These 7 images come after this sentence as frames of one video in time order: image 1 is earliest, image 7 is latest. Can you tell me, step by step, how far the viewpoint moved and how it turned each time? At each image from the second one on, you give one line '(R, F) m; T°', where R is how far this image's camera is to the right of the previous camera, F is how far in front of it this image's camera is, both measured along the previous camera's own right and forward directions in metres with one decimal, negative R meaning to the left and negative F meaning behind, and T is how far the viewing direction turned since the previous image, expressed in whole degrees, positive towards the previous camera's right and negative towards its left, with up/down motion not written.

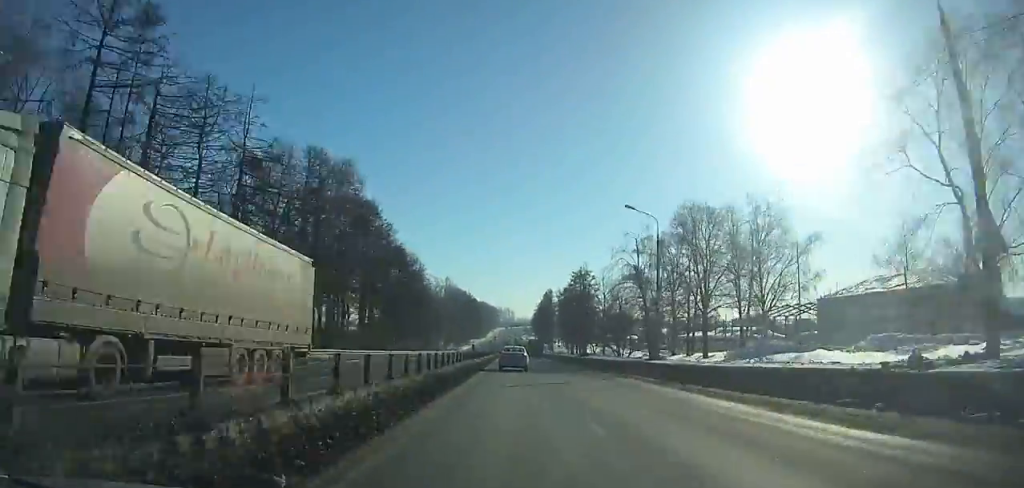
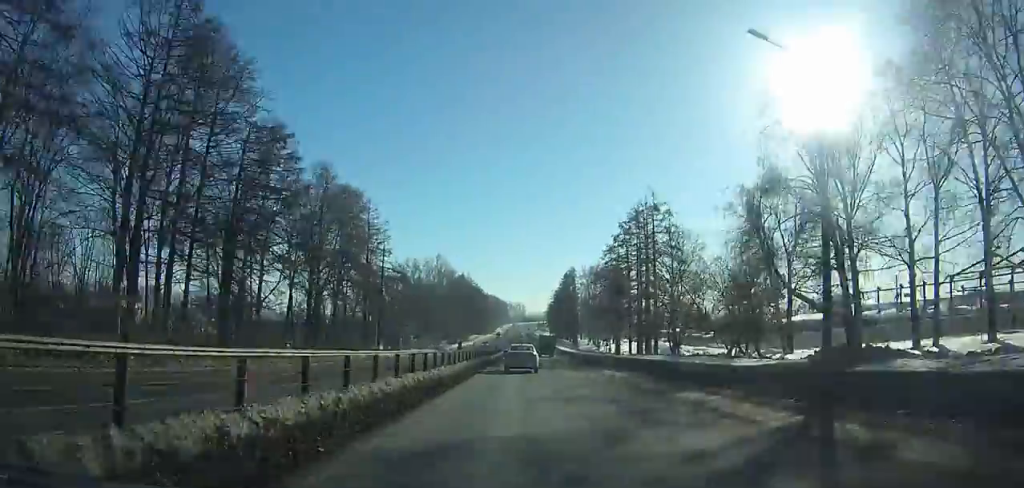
(-0.1, +54.1) m; 0°
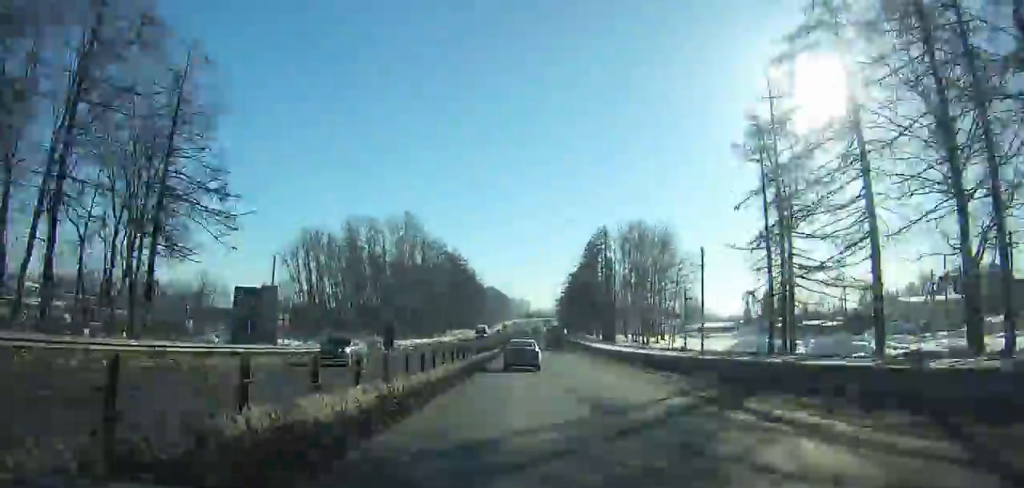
(-0.2, +57.4) m; 0°
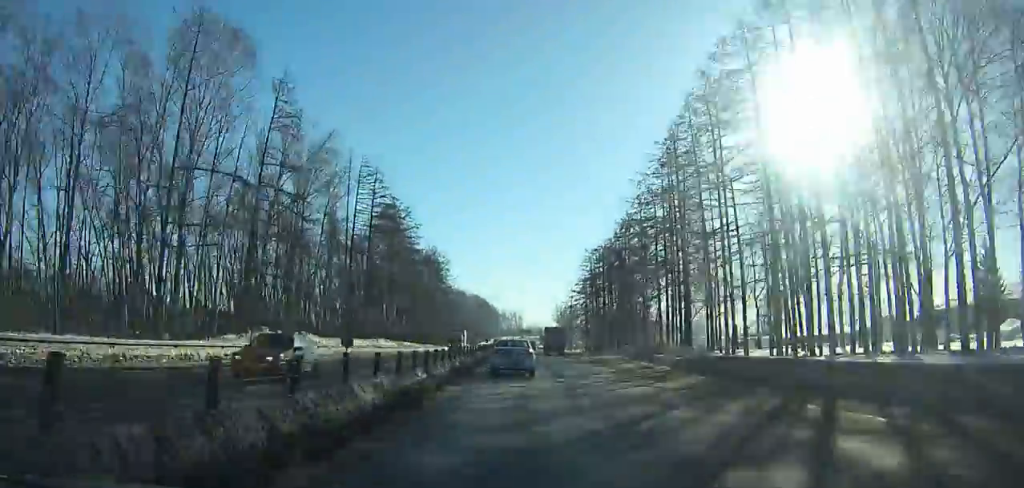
(+0.3, +82.5) m; 0°
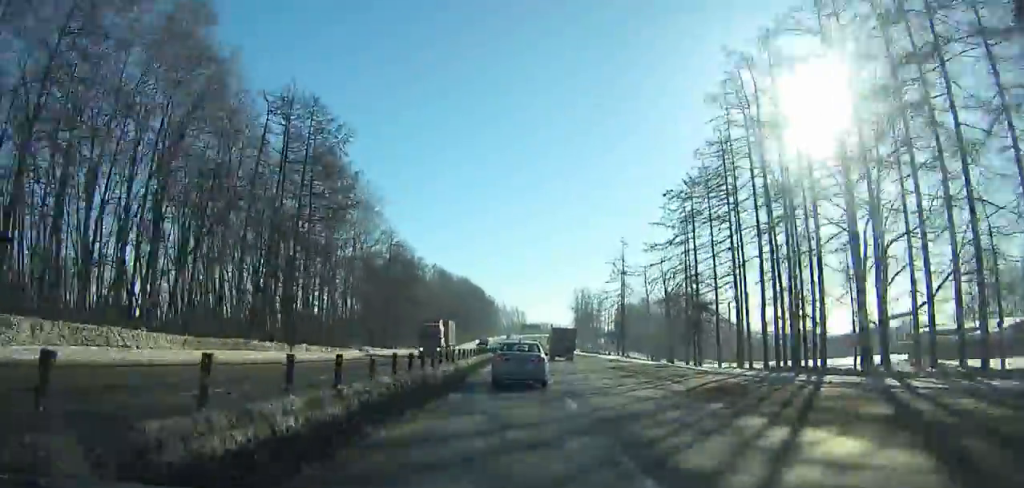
(-0.2, +81.9) m; 0°
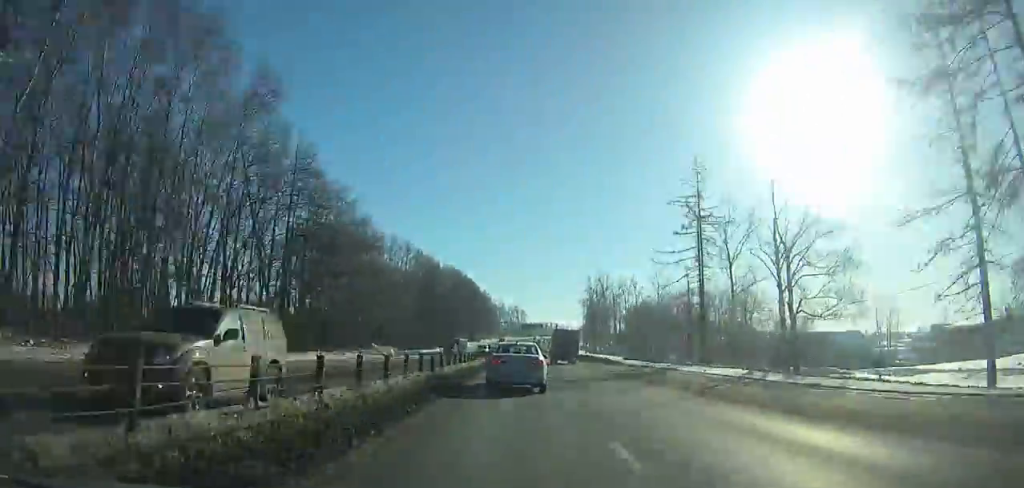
(0.0, +39.6) m; 0°
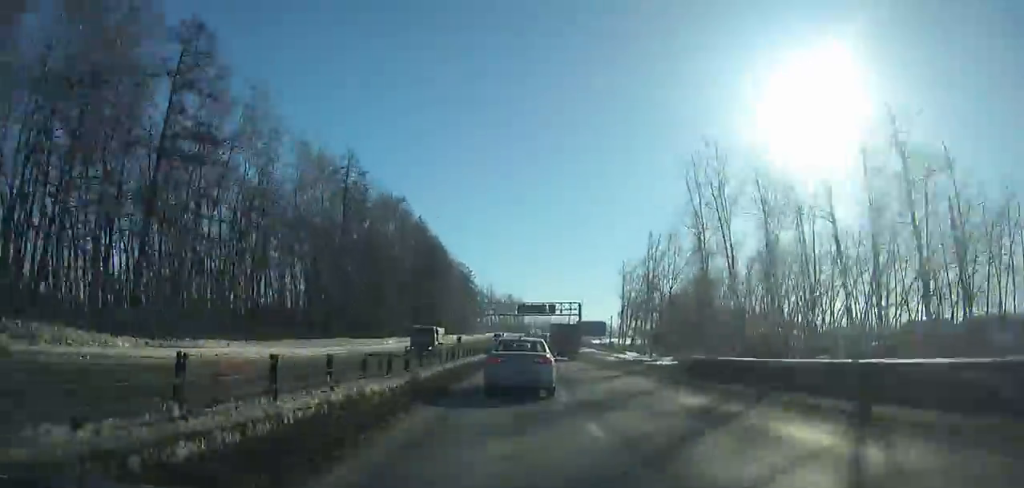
(+0.8, +101.4) m; +1°
